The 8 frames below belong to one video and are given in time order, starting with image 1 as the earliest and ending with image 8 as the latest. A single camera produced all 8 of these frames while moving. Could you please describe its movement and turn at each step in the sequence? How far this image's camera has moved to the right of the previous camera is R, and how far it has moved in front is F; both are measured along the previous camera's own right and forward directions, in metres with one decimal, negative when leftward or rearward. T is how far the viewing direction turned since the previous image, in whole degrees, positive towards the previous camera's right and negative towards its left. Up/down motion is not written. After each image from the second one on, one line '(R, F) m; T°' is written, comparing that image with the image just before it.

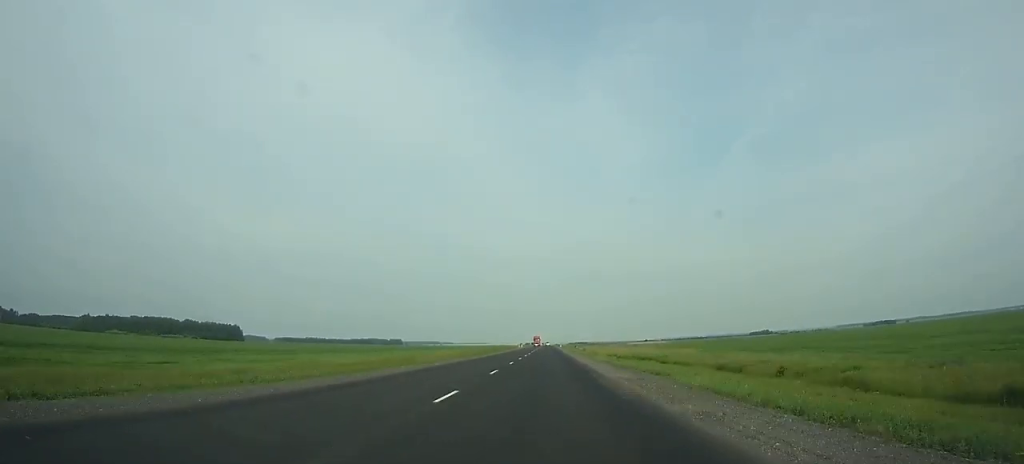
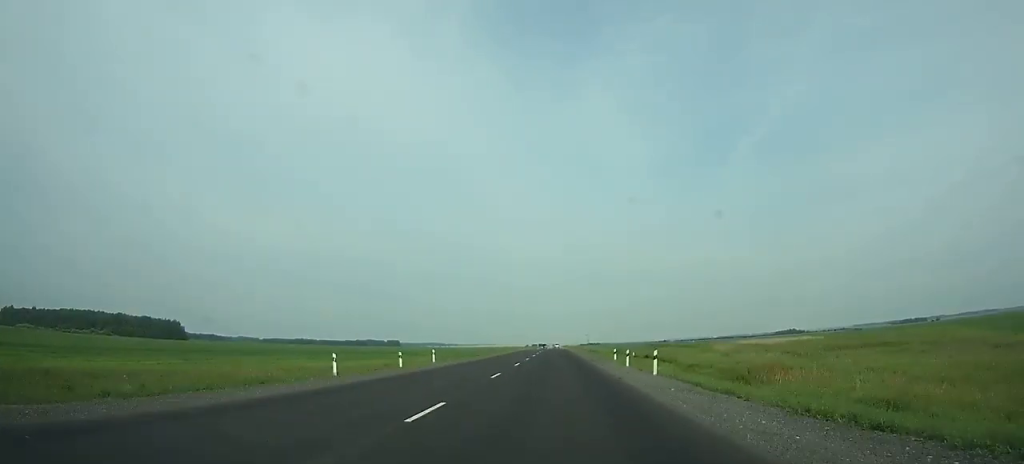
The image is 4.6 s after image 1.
(-0.4, +163.8) m; 0°
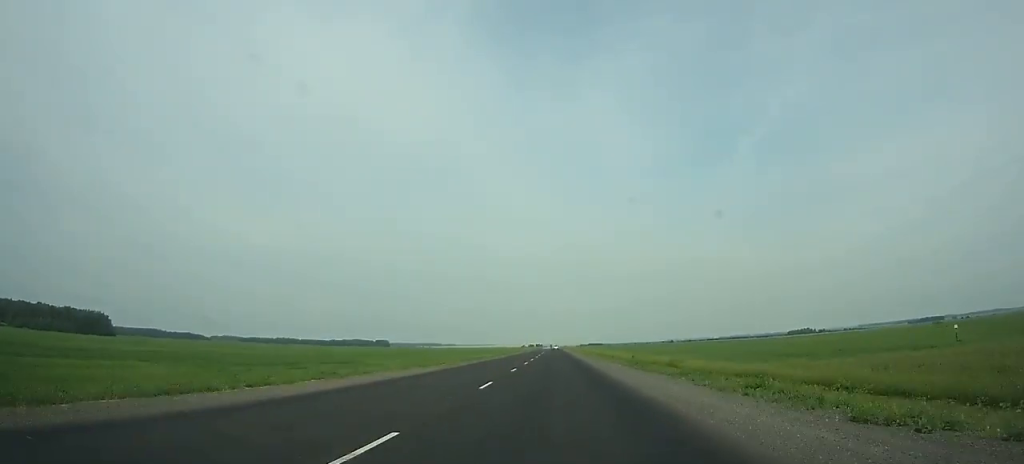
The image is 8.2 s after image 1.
(-0.1, +124.0) m; 0°
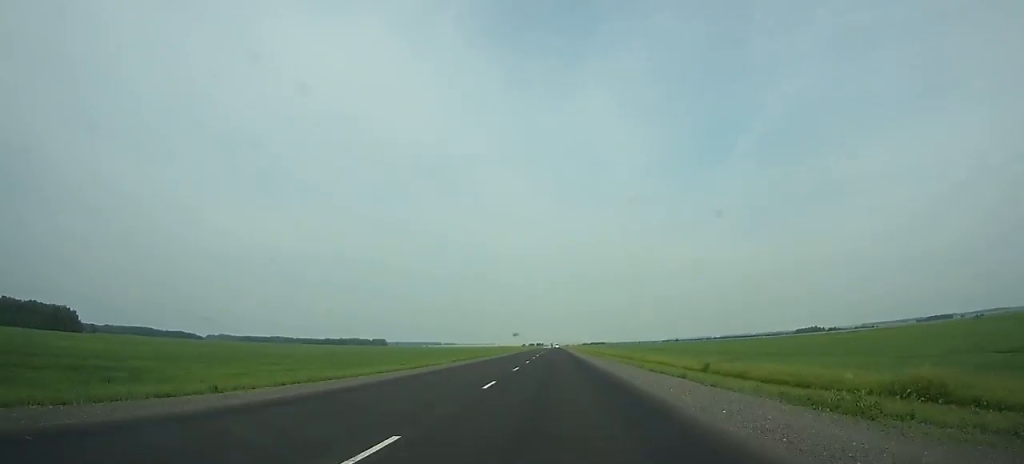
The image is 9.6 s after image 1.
(-0.1, +47.4) m; 0°
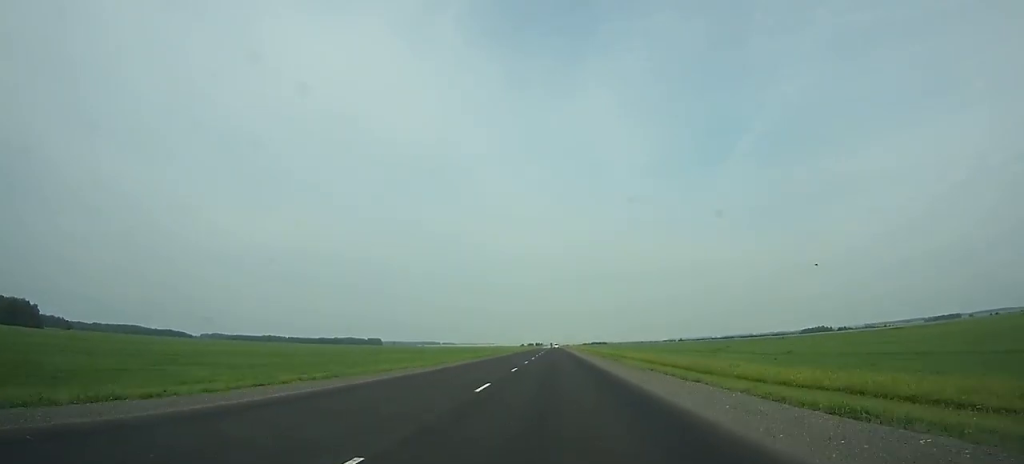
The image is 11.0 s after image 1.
(0.0, +47.4) m; 0°
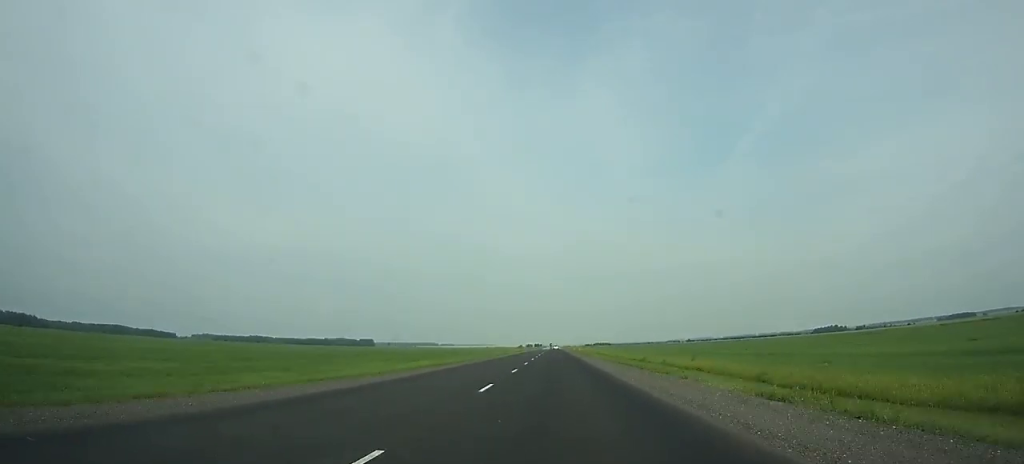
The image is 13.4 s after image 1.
(0.0, +81.4) m; 0°
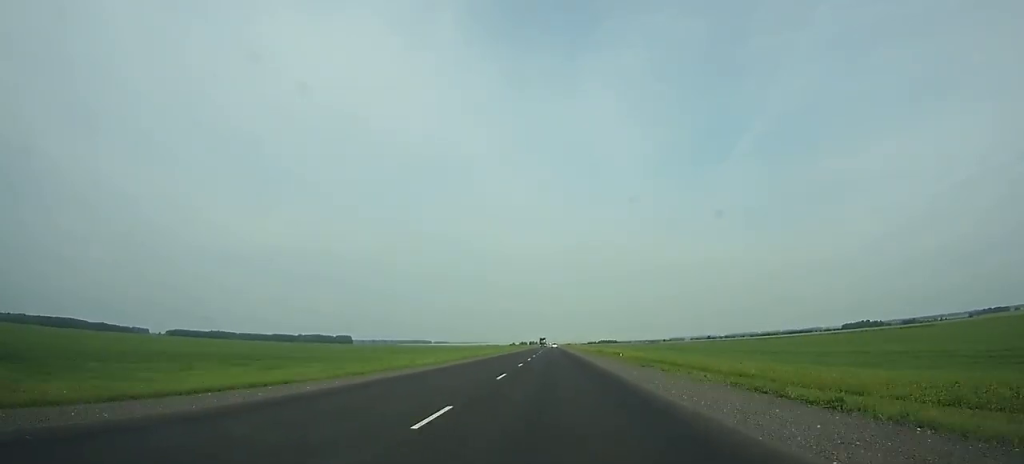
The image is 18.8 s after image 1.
(+0.4, +192.5) m; 0°
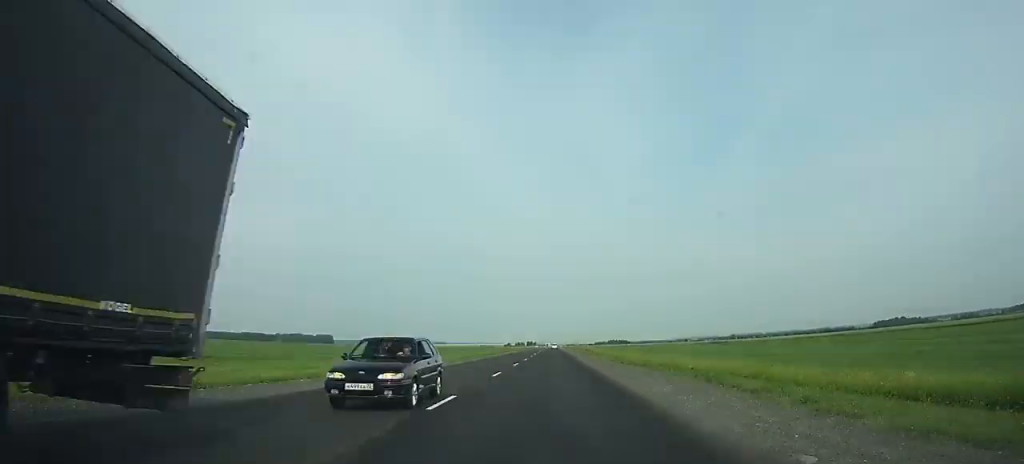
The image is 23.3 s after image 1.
(+0.1, +153.4) m; 0°
